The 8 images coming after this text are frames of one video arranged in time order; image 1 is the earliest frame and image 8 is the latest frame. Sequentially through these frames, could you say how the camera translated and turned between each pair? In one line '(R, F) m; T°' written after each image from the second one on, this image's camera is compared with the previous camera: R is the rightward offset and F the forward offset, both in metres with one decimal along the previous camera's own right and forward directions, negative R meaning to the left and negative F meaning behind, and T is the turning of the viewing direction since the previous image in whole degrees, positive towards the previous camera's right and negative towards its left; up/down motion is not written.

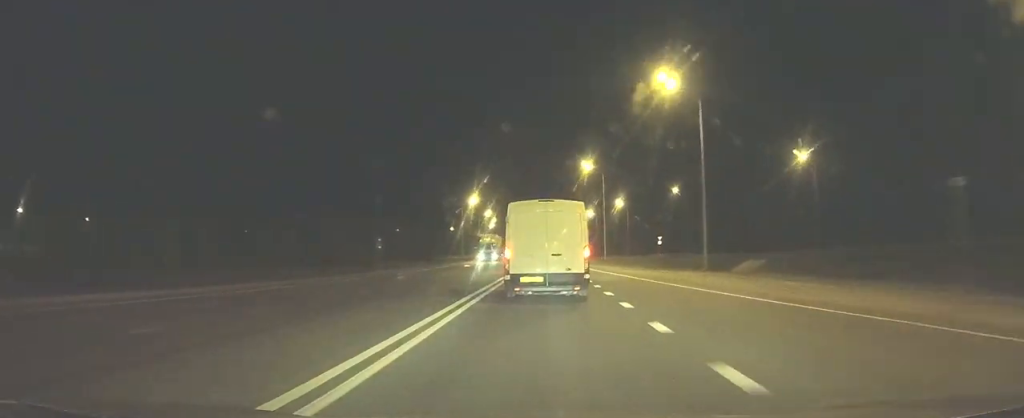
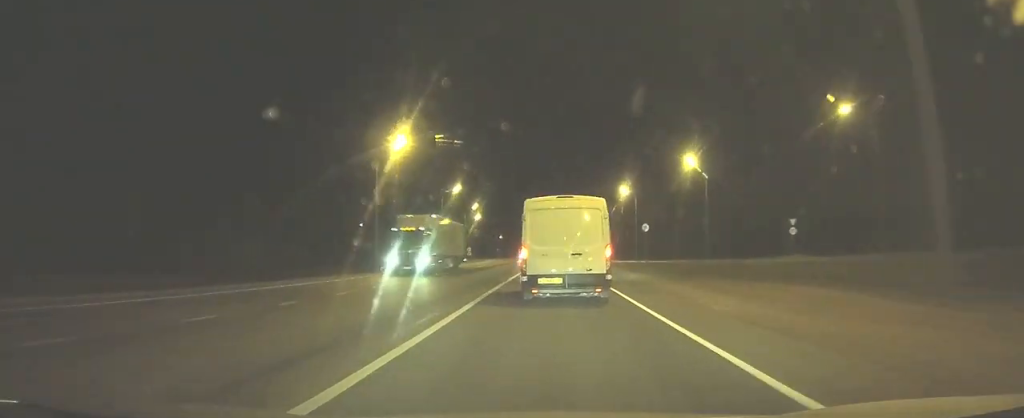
(+0.1, +61.5) m; +1°
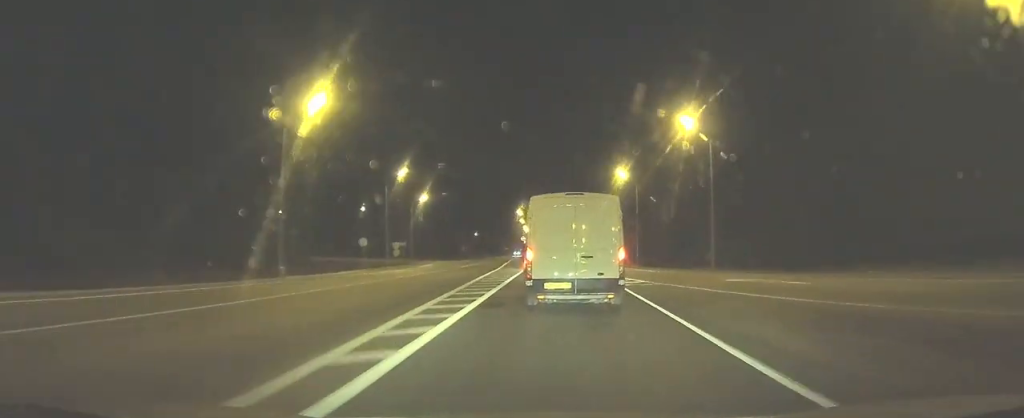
(+1.0, +53.2) m; +1°
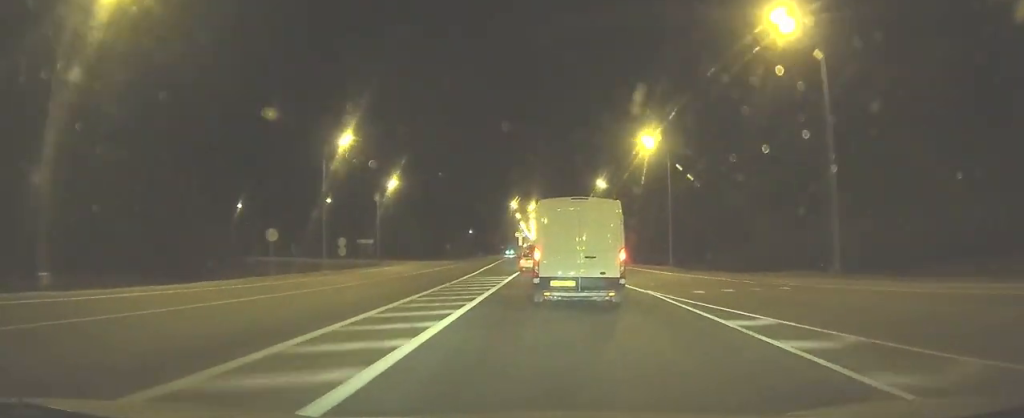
(+0.1, +23.0) m; 0°
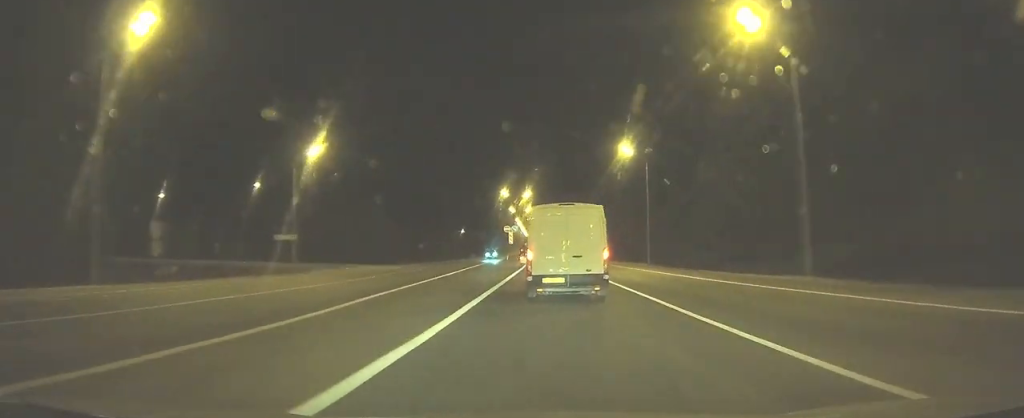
(-0.1, +31.8) m; 0°
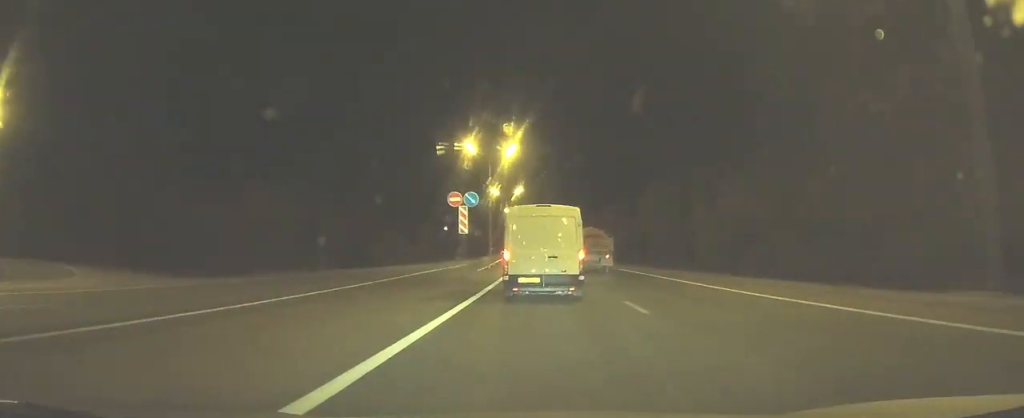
(+0.2, +50.5) m; 0°
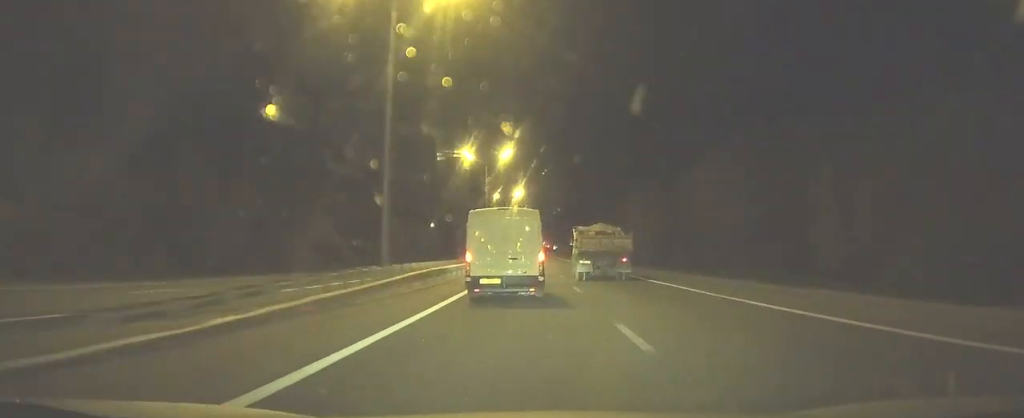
(0.0, +41.7) m; 0°
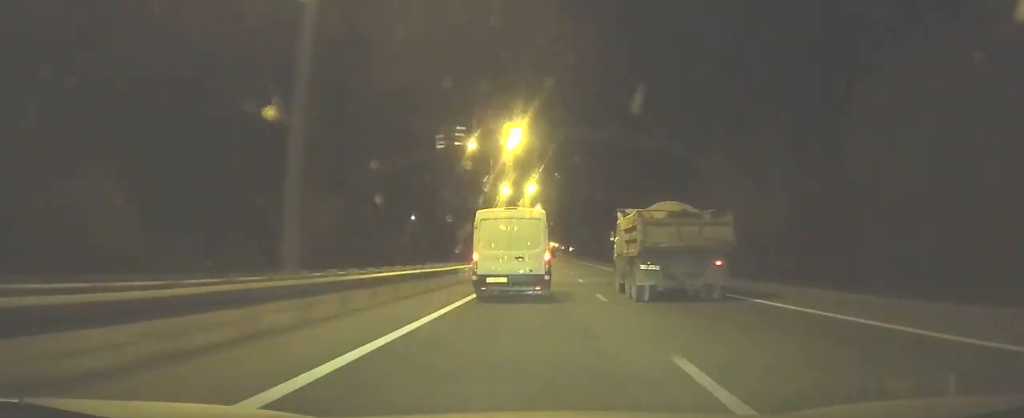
(-0.5, +52.6) m; -1°
